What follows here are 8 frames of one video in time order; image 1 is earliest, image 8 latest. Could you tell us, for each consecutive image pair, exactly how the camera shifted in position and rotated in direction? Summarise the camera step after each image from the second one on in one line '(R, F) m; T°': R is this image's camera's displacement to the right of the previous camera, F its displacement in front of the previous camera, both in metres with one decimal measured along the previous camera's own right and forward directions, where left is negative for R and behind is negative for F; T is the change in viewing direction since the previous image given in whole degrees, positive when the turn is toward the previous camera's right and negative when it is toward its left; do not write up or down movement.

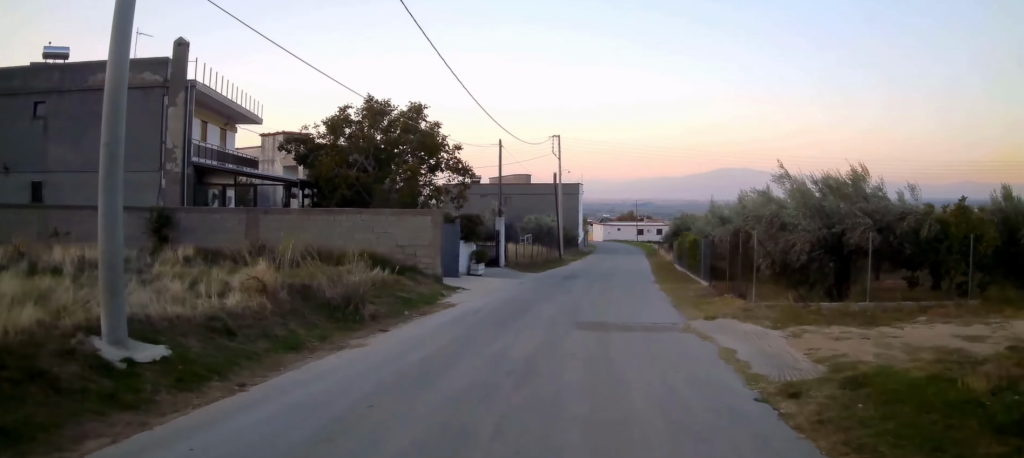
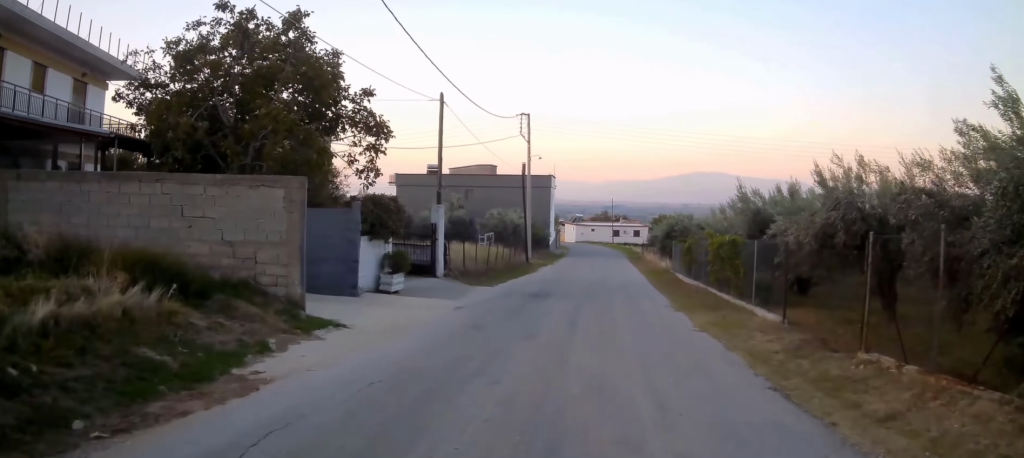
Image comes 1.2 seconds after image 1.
(+0.1, +9.4) m; +3°
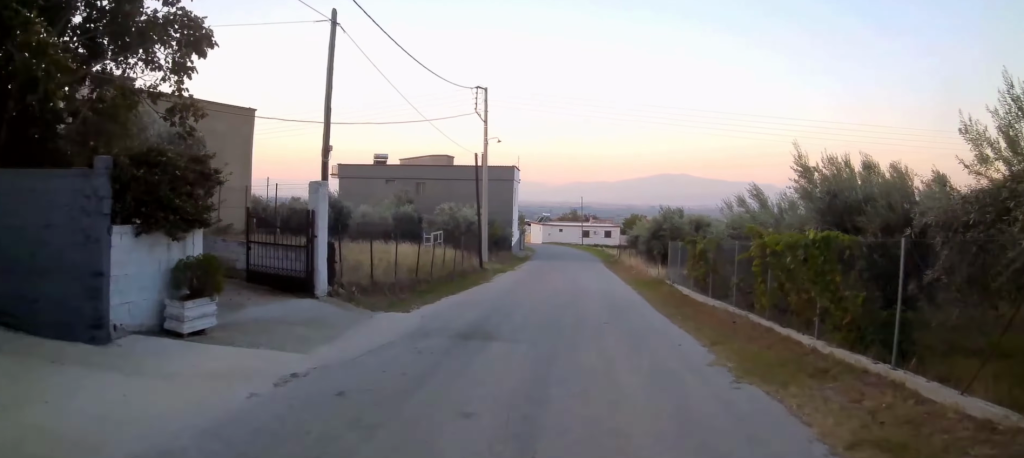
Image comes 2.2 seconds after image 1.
(+0.3, +8.0) m; +6°
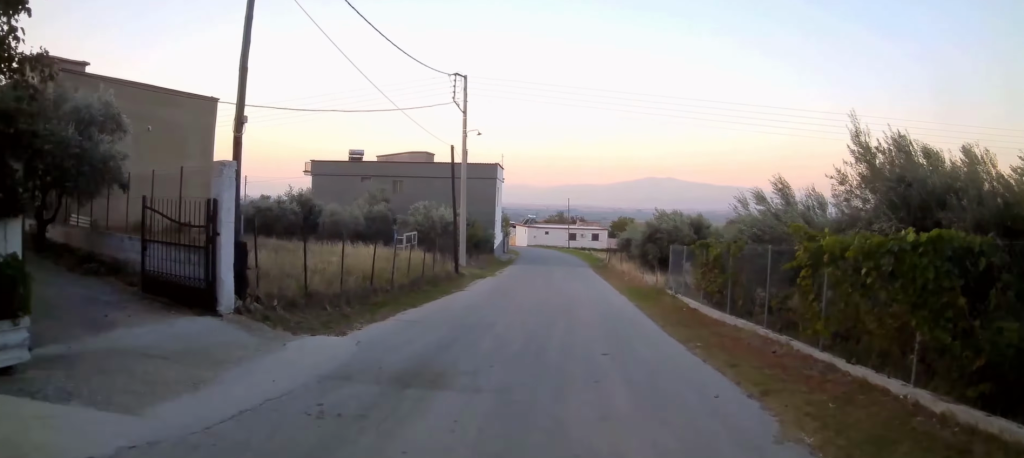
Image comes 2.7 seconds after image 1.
(+0.2, +3.4) m; +2°
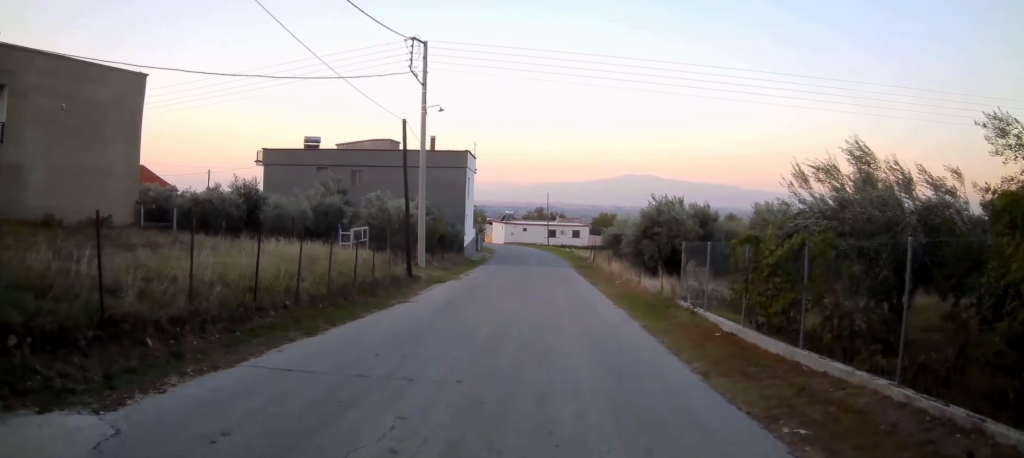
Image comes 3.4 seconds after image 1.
(+0.1, +5.6) m; +2°
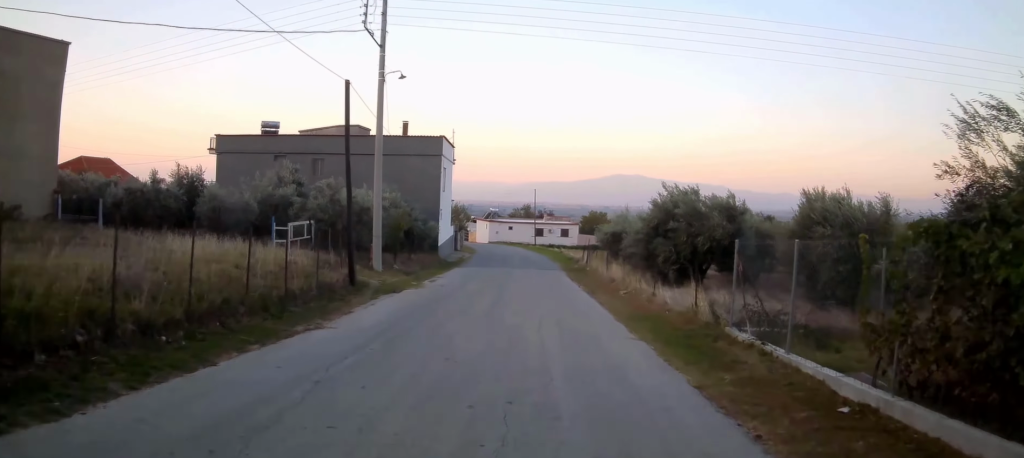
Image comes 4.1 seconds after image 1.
(0.0, +5.6) m; +1°
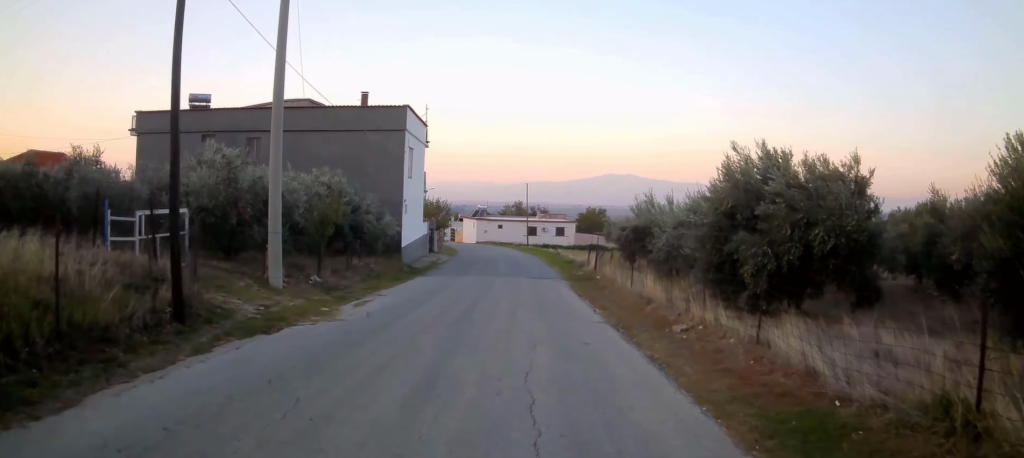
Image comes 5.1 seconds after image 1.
(+0.1, +8.7) m; -1°
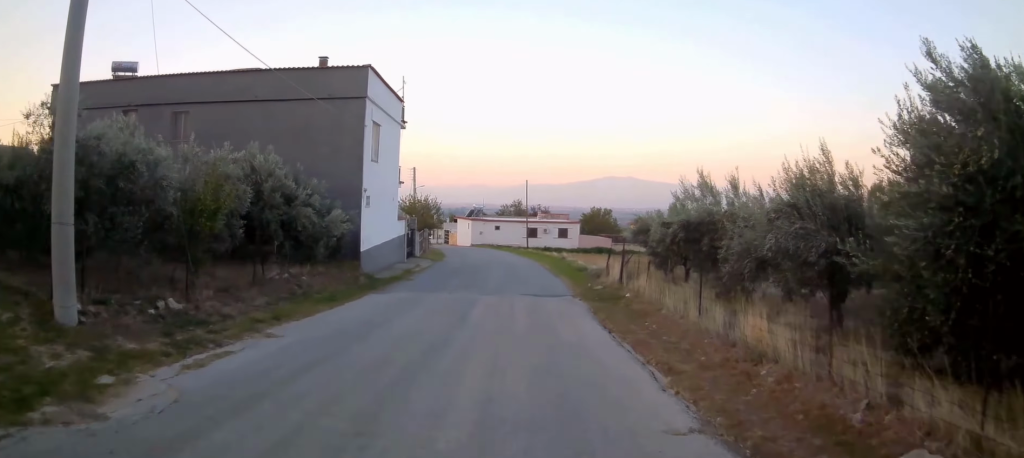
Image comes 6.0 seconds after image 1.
(-0.1, +7.3) m; -3°
